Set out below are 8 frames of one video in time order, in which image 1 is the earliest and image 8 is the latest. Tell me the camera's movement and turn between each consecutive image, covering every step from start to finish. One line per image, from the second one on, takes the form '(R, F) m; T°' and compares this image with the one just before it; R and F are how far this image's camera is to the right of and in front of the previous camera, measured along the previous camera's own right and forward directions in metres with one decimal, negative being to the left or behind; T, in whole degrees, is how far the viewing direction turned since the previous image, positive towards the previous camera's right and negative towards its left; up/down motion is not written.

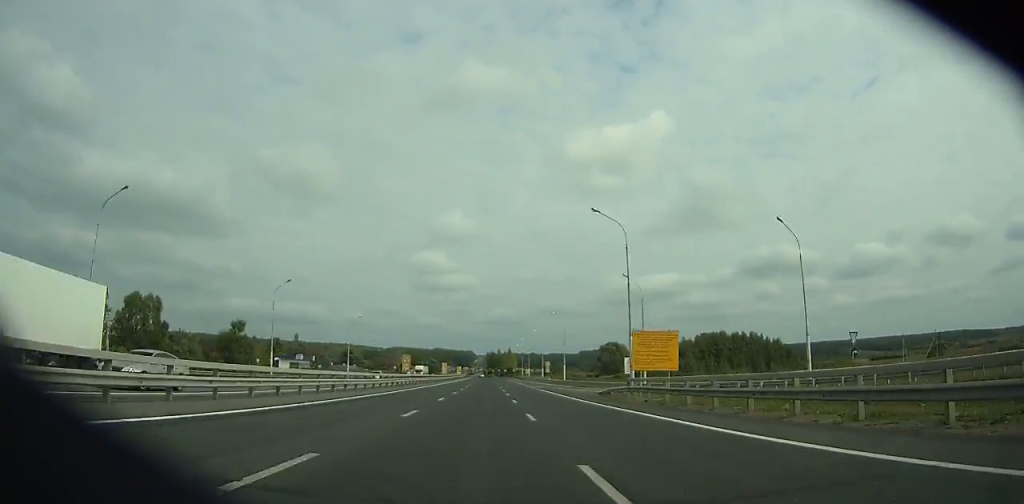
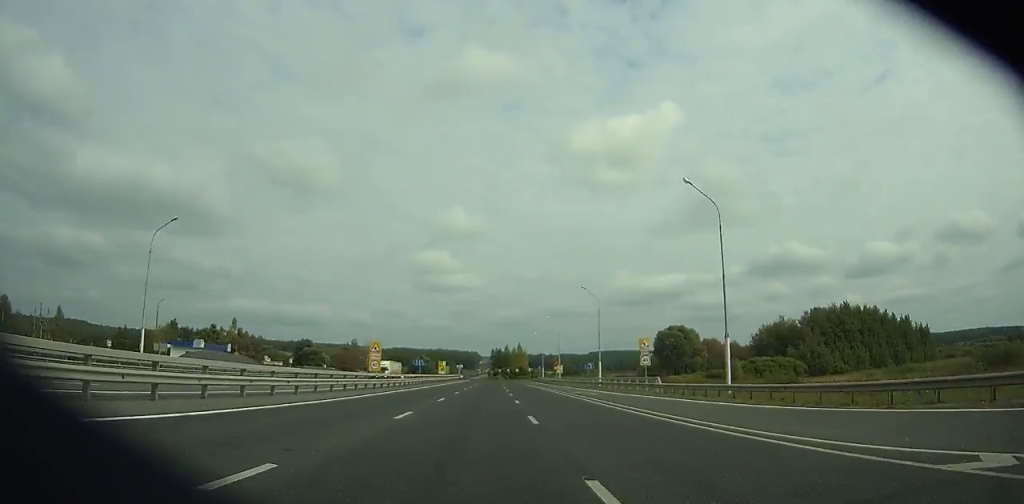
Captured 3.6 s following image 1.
(0.0, +74.5) m; 0°
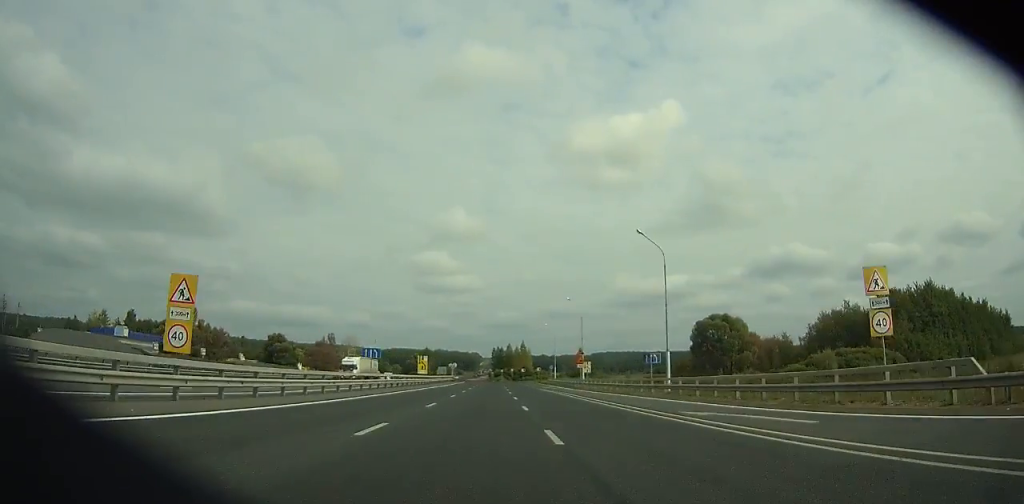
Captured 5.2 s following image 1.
(-0.1, +30.7) m; 0°
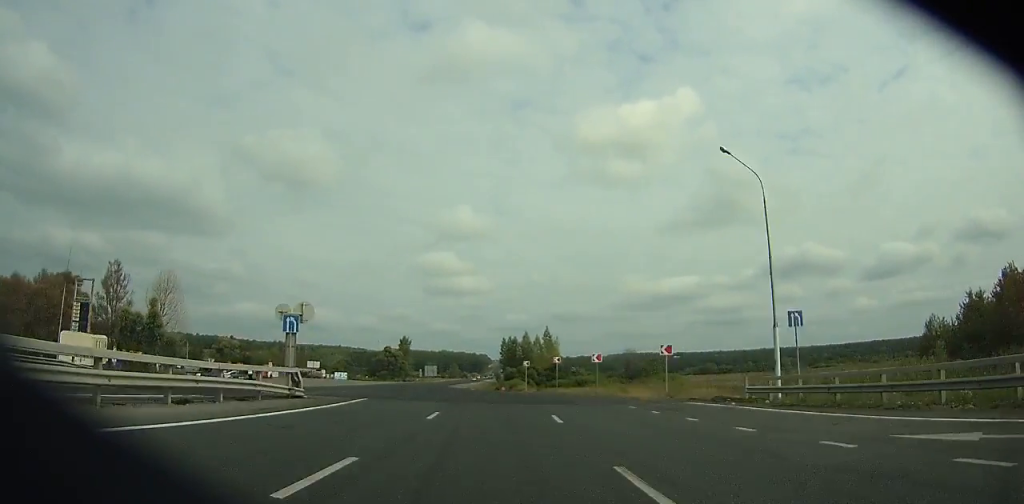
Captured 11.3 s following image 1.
(0.0, +103.5) m; -2°
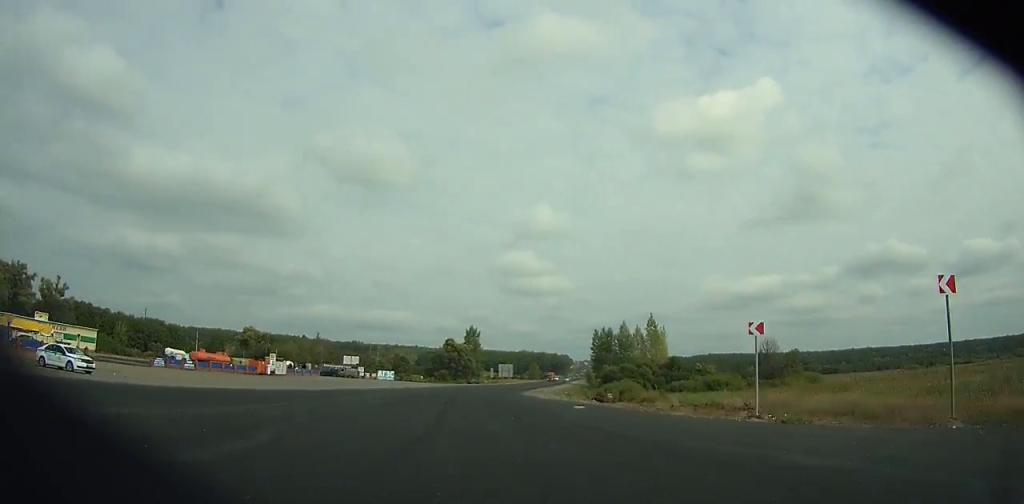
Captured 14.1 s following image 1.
(-1.4, +44.8) m; -4°
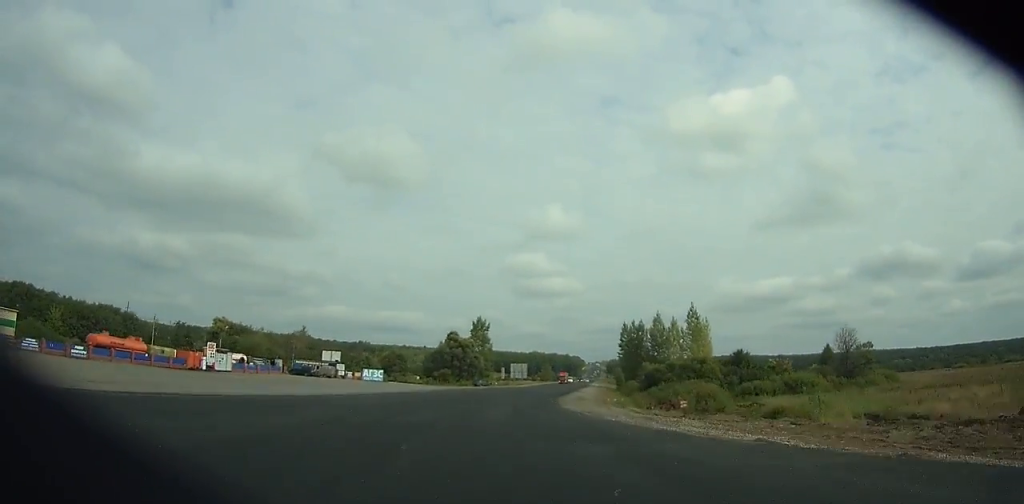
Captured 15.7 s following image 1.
(-0.7, +26.3) m; 0°
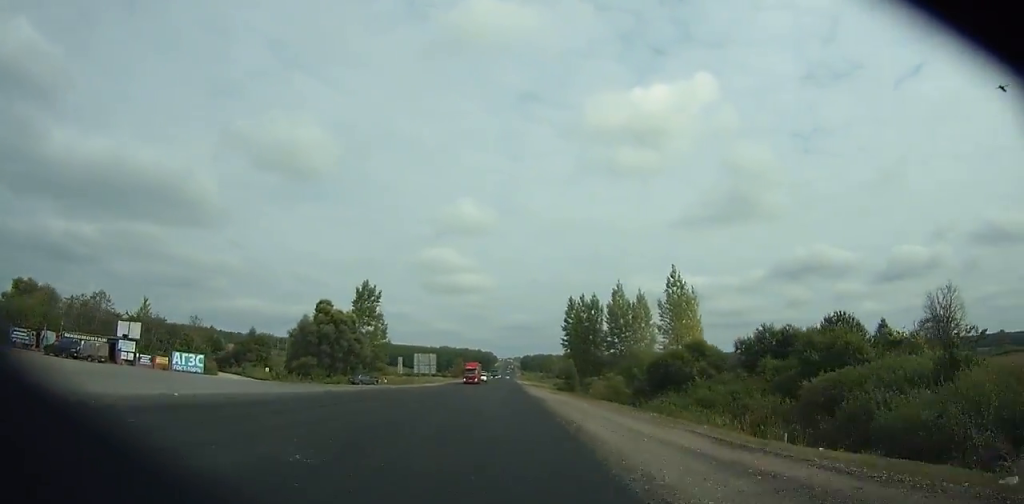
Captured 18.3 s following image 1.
(-0.5, +44.0) m; +2°
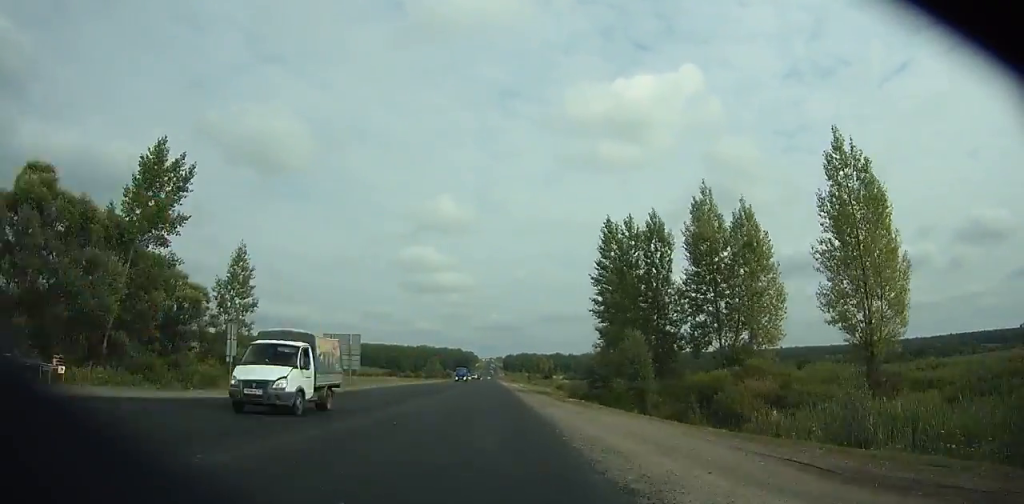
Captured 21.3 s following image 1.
(+2.6, +54.6) m; +3°
